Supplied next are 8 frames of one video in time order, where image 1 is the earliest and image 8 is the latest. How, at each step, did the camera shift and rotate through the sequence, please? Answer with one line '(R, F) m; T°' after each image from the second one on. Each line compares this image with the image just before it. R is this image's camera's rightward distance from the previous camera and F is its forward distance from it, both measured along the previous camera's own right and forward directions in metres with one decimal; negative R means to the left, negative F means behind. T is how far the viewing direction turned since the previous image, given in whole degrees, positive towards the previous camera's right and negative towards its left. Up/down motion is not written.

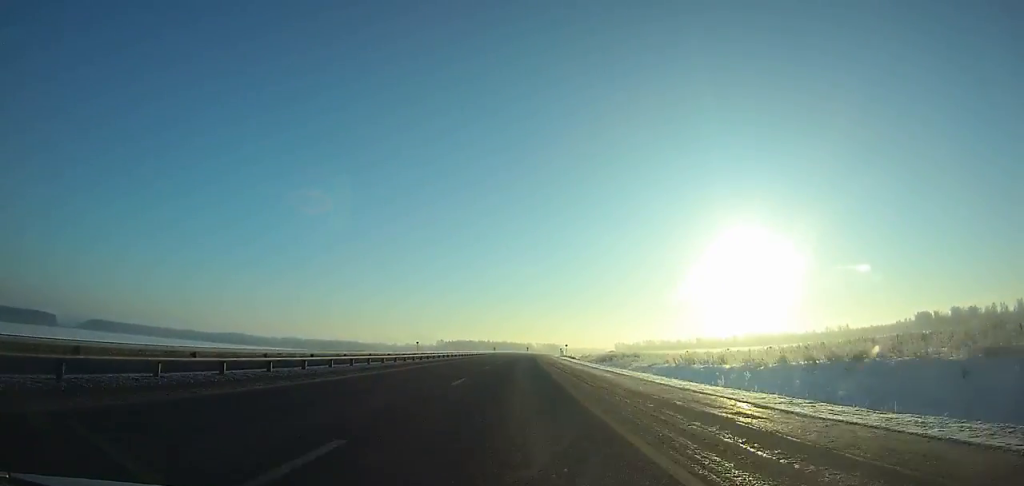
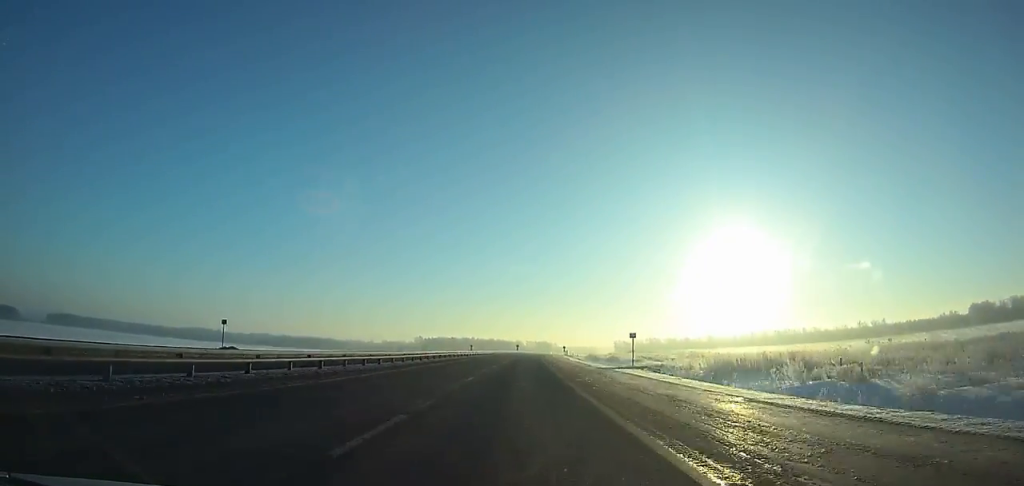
(+0.9, +76.9) m; +1°
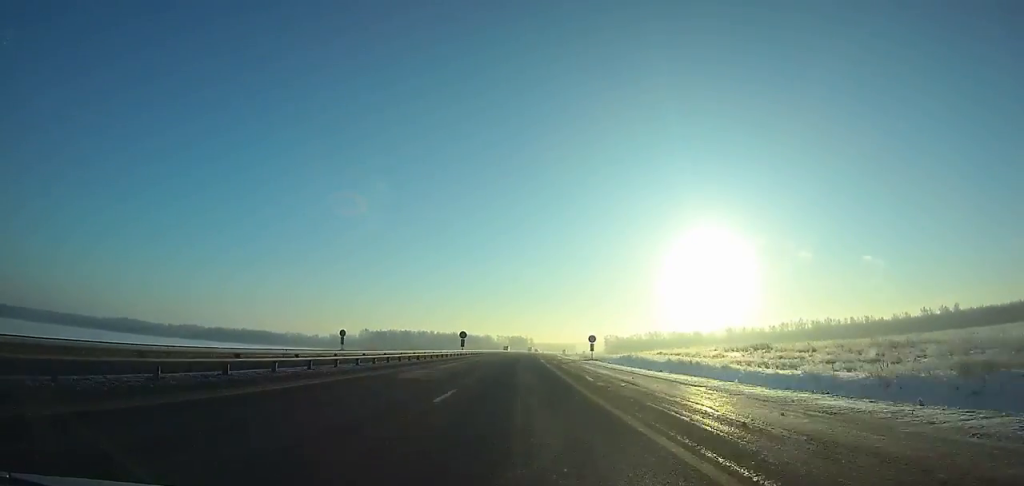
(+2.5, +122.0) m; +2°
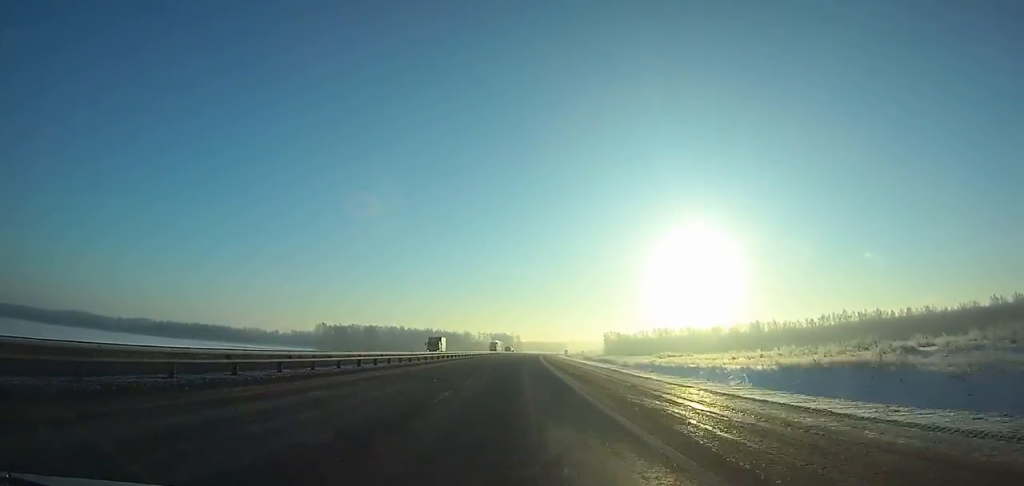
(+1.2, +80.4) m; +2°
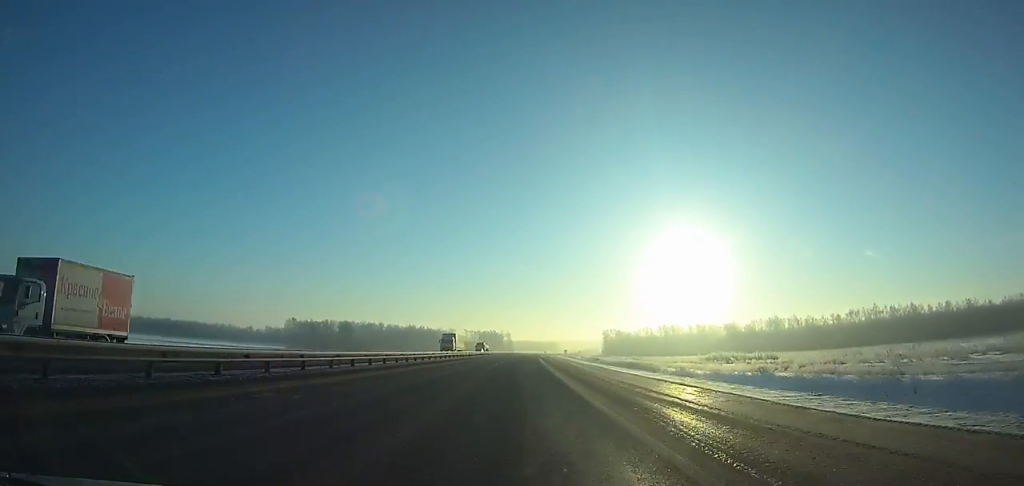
(+0.3, +42.9) m; +1°
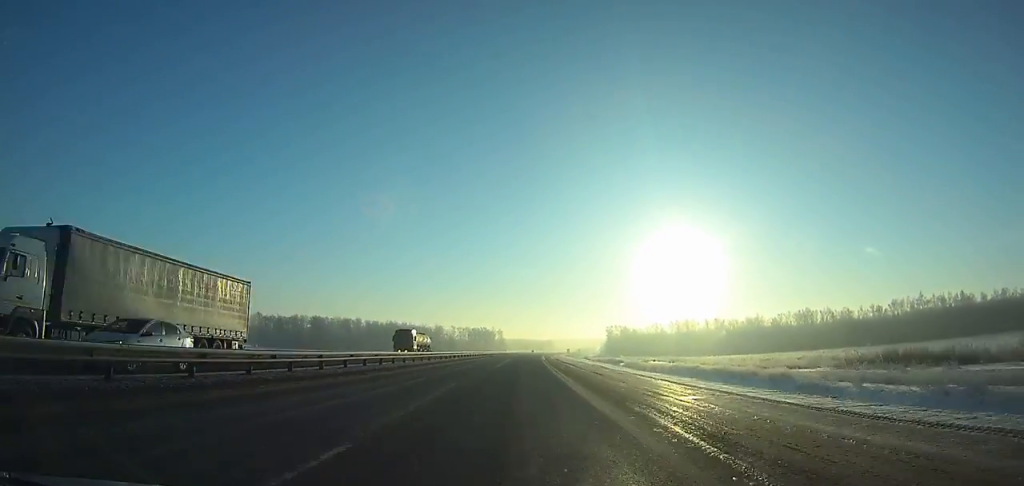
(+0.4, +45.6) m; +1°
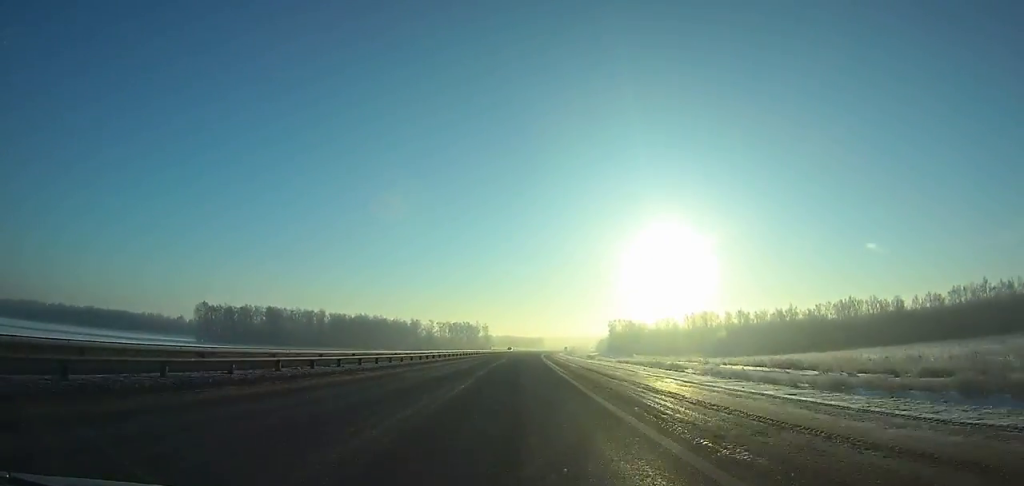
(+0.6, +53.4) m; +1°
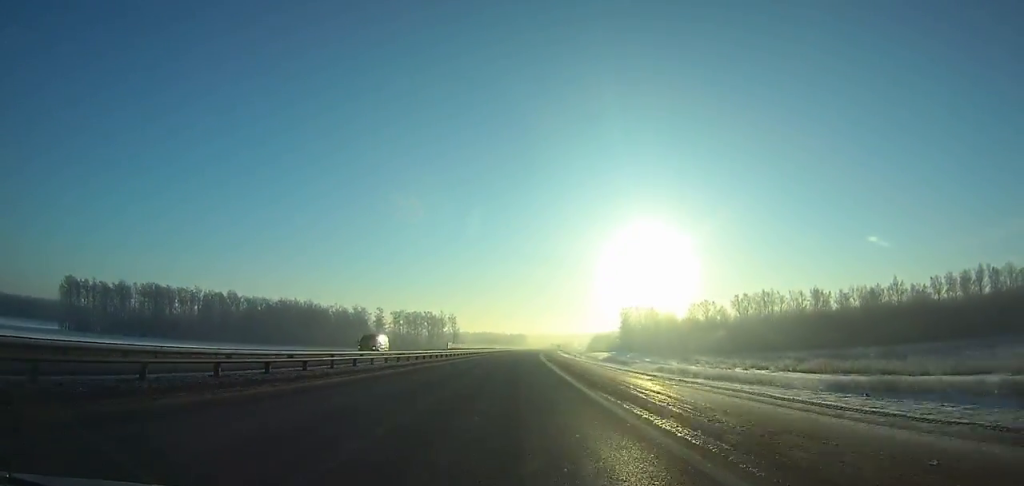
(+1.1, +90.7) m; +2°
